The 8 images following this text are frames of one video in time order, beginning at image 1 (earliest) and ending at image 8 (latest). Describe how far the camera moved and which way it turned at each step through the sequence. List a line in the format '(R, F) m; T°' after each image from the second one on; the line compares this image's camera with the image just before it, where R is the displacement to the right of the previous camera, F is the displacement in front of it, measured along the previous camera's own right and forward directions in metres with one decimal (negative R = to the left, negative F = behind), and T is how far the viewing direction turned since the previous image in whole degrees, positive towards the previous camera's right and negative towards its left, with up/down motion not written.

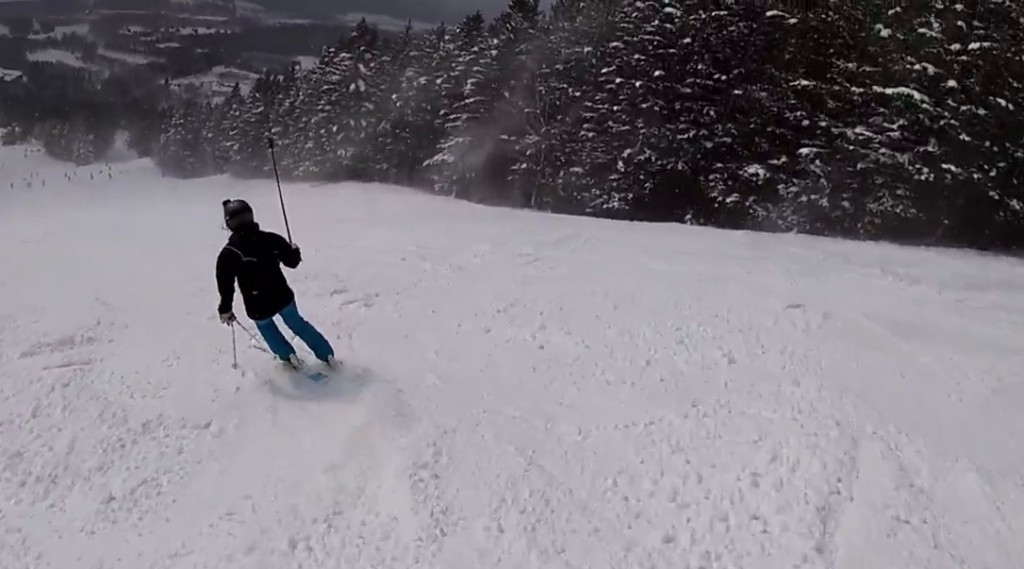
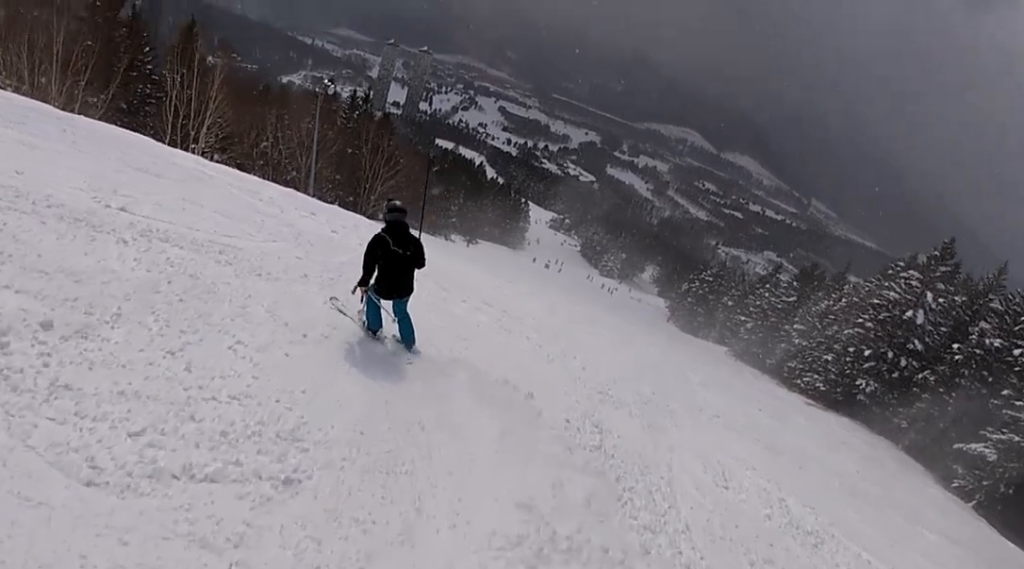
(-2.7, +5.4) m; -48°
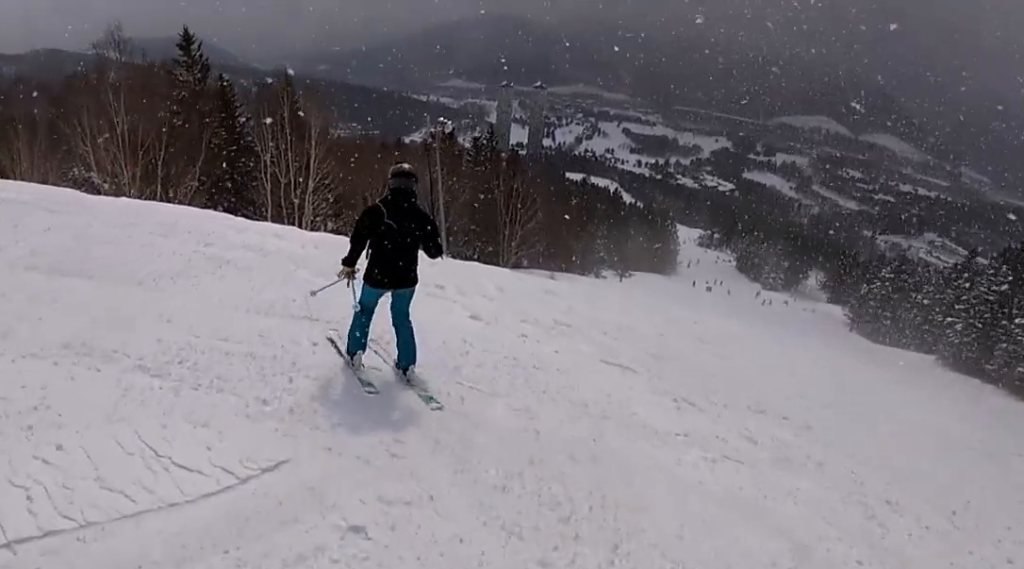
(-1.7, +5.3) m; -8°
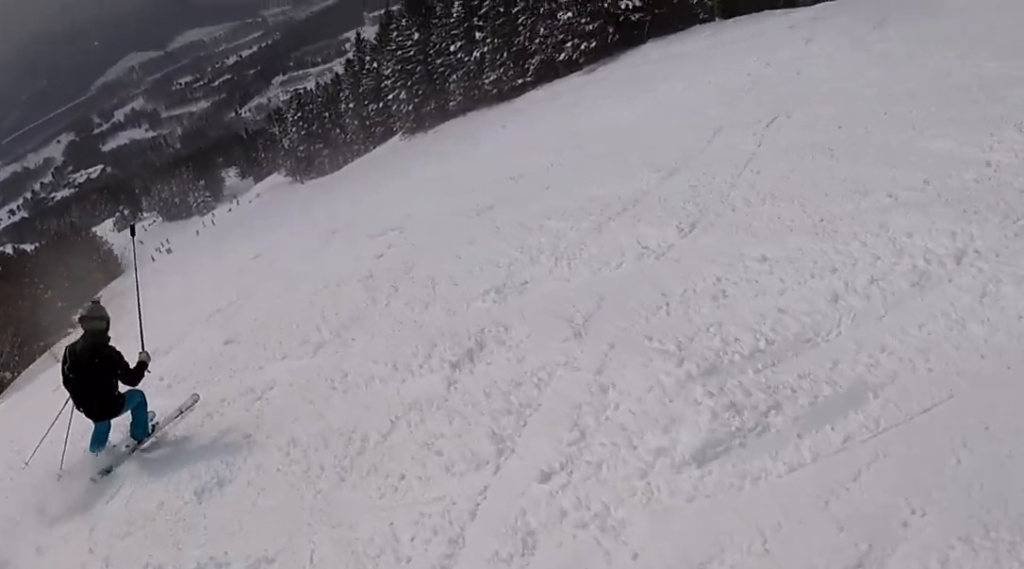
(+2.4, +8.7) m; +35°
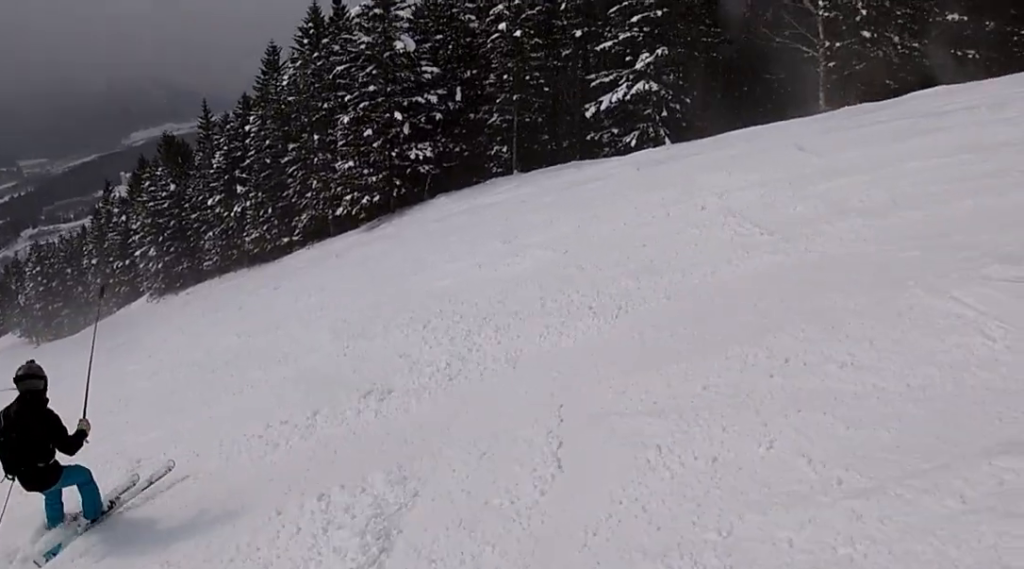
(+1.7, +6.2) m; +23°
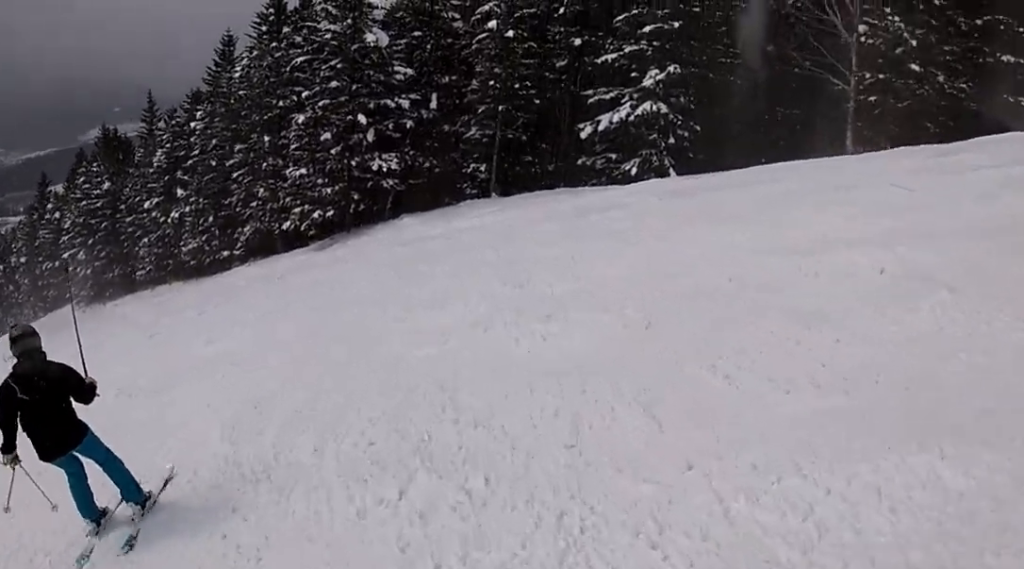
(+0.3, +4.2) m; -6°
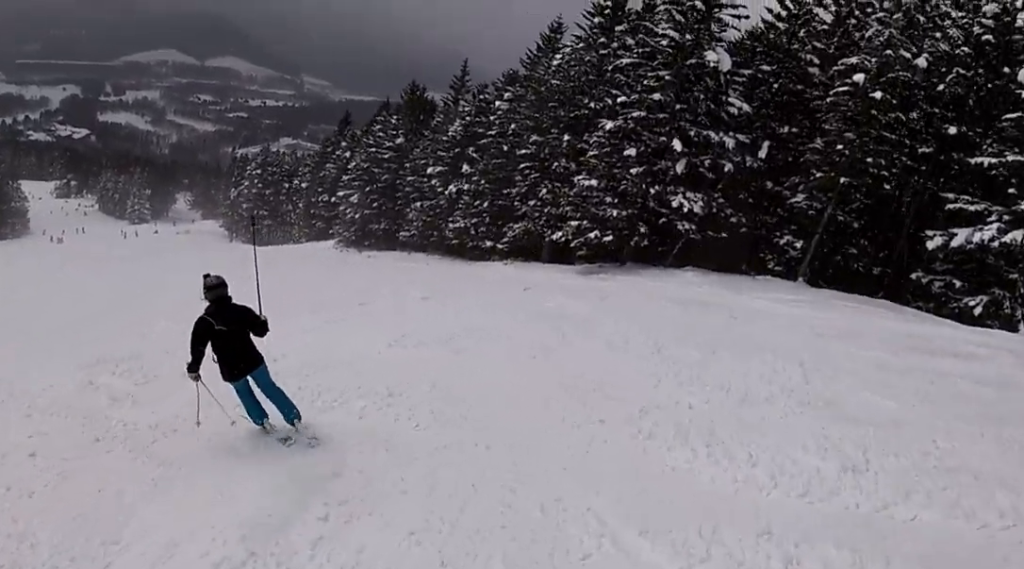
(+0.1, +2.9) m; -11°
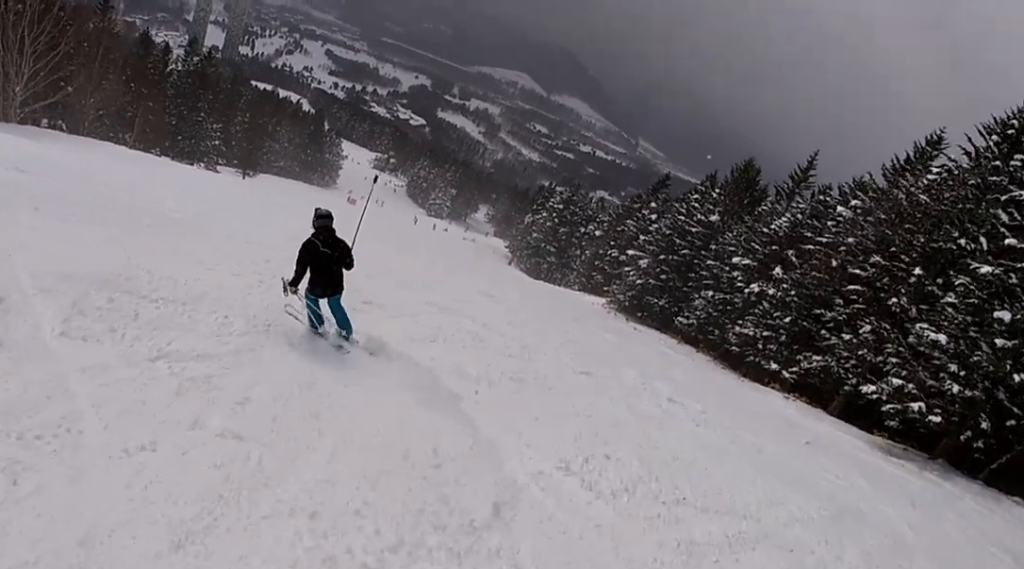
(-0.8, +3.7) m; -26°
